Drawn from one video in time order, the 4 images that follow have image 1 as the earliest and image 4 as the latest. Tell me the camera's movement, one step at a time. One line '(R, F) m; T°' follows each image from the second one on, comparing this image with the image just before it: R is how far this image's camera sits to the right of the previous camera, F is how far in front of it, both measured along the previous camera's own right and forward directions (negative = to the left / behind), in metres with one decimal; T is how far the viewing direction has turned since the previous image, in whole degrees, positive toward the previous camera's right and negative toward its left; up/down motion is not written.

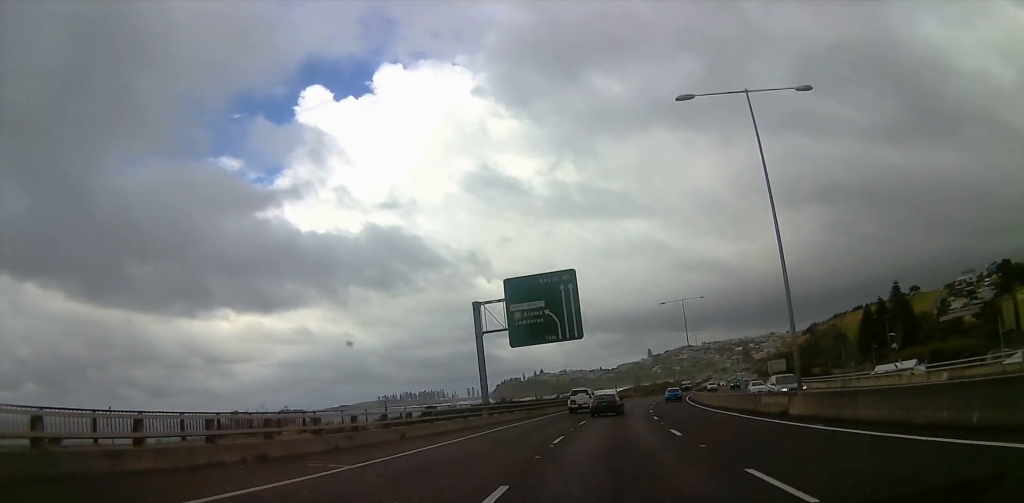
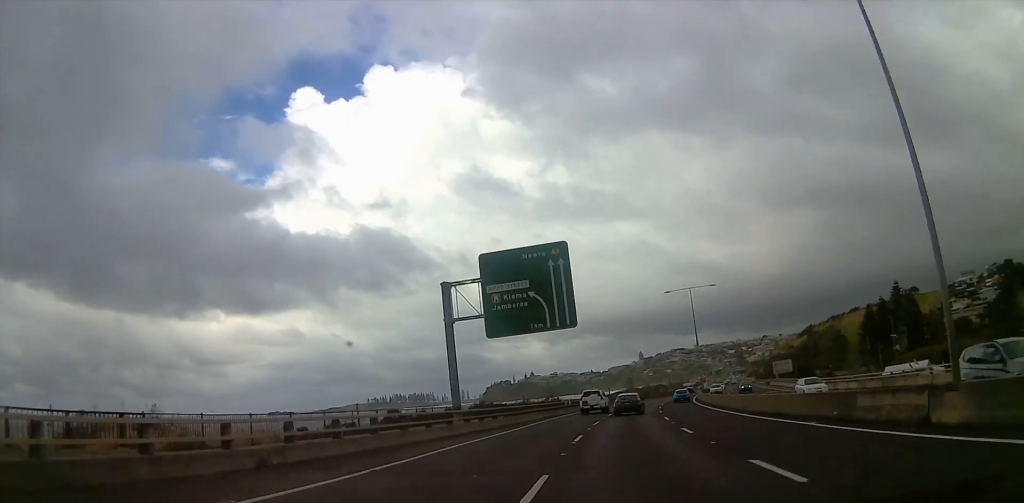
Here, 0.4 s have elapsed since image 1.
(-0.3, +9.7) m; +1°
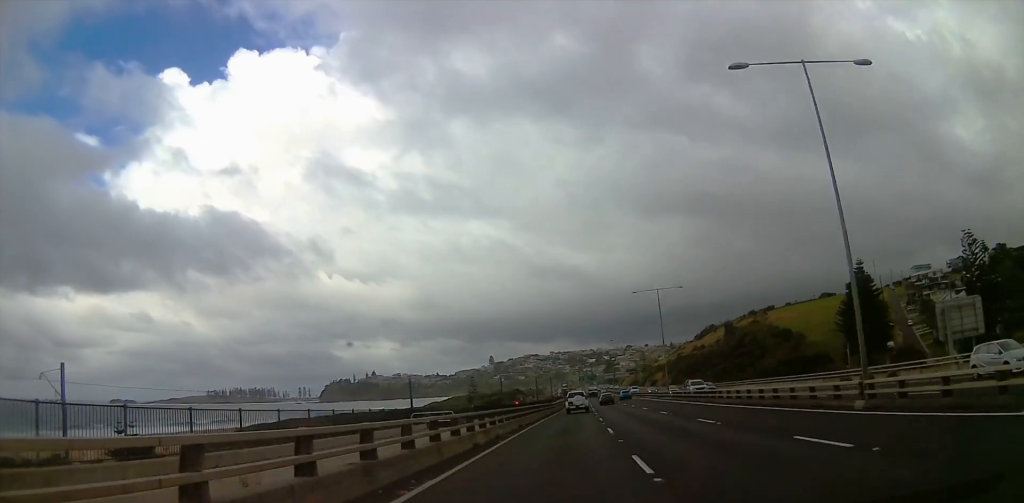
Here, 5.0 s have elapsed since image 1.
(+13.4, +105.4) m; +12°
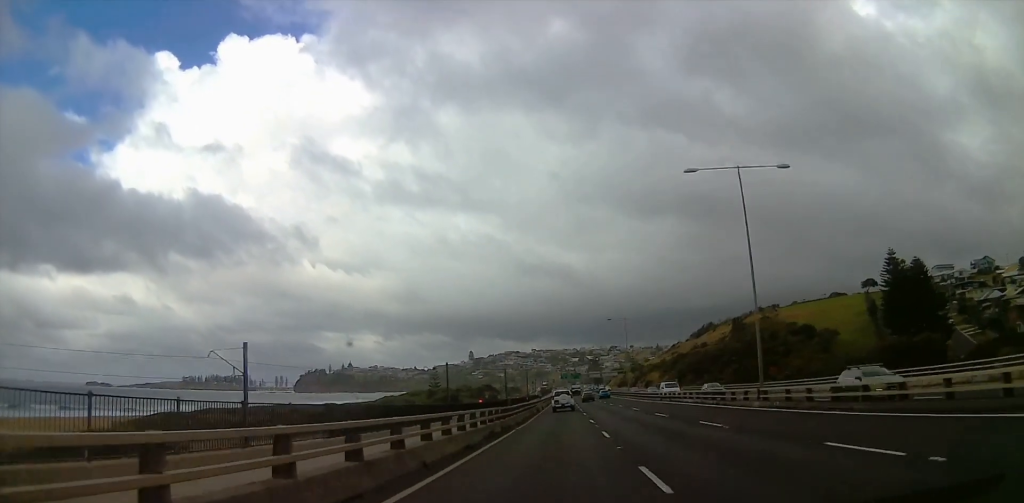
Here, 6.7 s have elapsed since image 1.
(+0.8, +38.3) m; +3°
